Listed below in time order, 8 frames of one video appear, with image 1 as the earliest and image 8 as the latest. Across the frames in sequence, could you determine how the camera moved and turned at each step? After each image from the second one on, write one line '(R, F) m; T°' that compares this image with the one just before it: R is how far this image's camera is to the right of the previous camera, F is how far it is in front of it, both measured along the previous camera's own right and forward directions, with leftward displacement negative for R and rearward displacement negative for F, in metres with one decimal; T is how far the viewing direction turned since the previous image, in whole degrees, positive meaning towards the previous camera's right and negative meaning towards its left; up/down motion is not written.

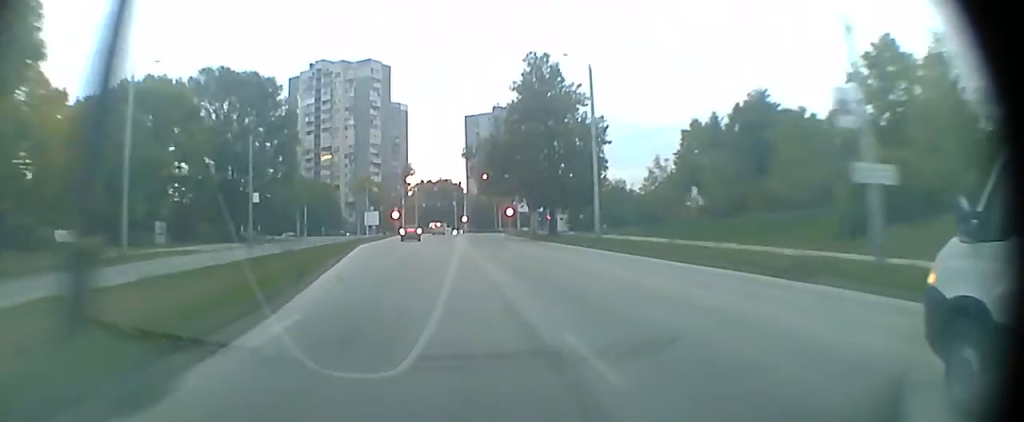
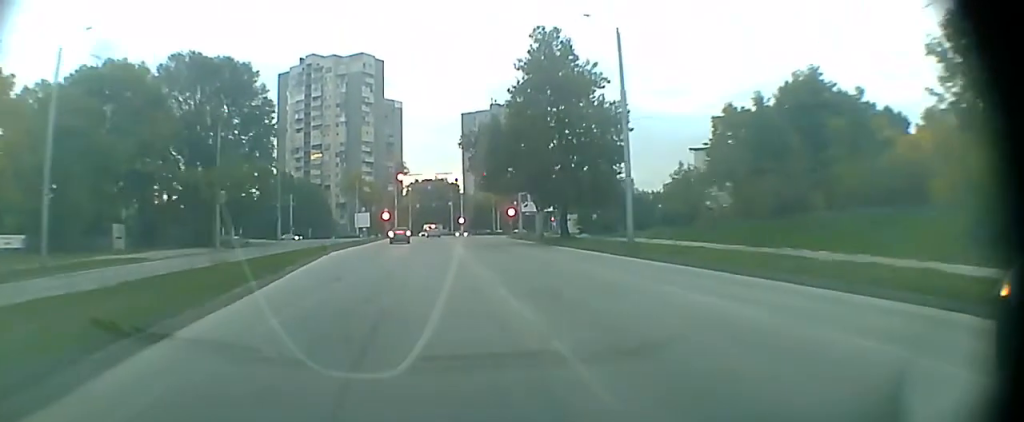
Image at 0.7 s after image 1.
(0.0, +9.1) m; 0°
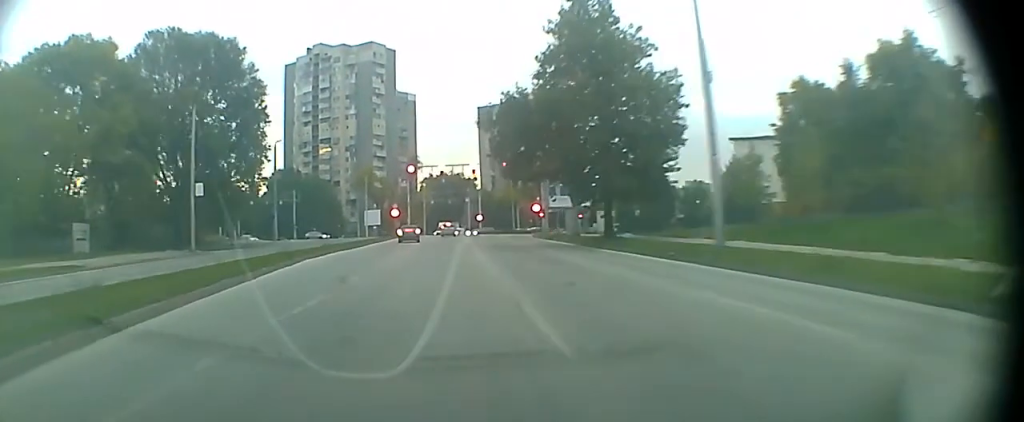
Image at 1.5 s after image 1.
(0.0, +10.7) m; 0°
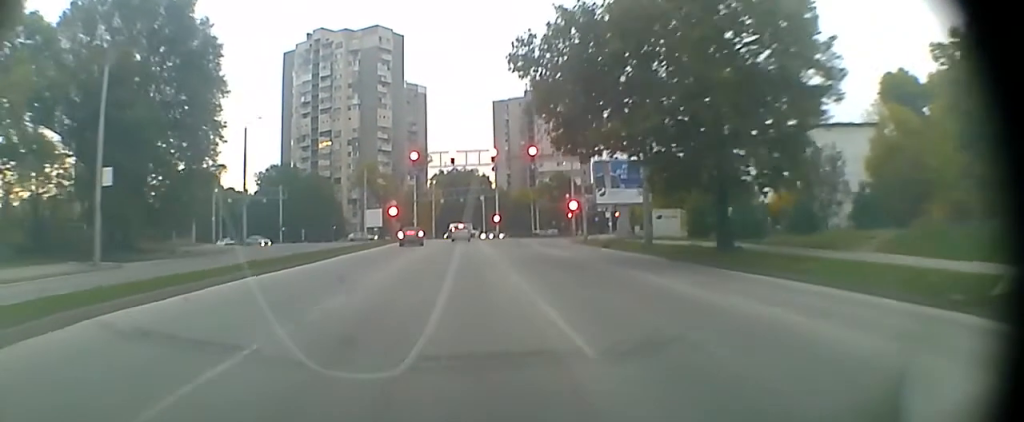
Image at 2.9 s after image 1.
(-0.1, +17.9) m; -1°
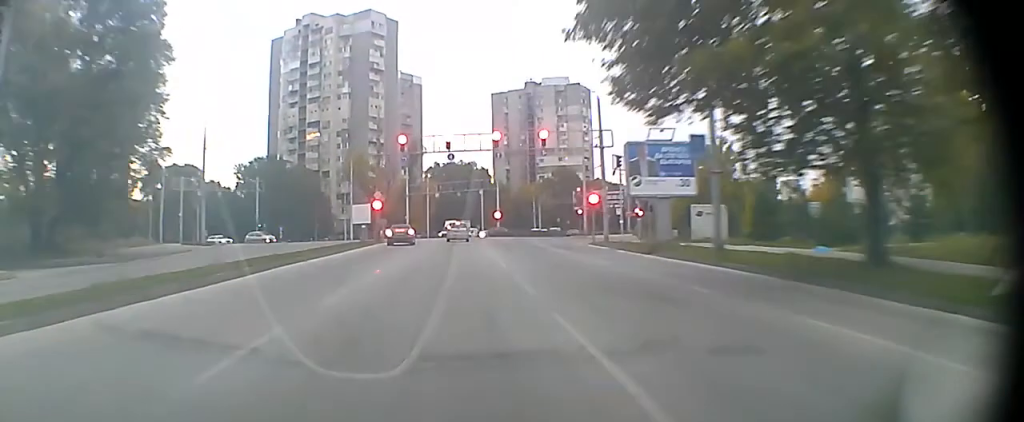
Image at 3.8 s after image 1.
(0.0, +11.3) m; 0°
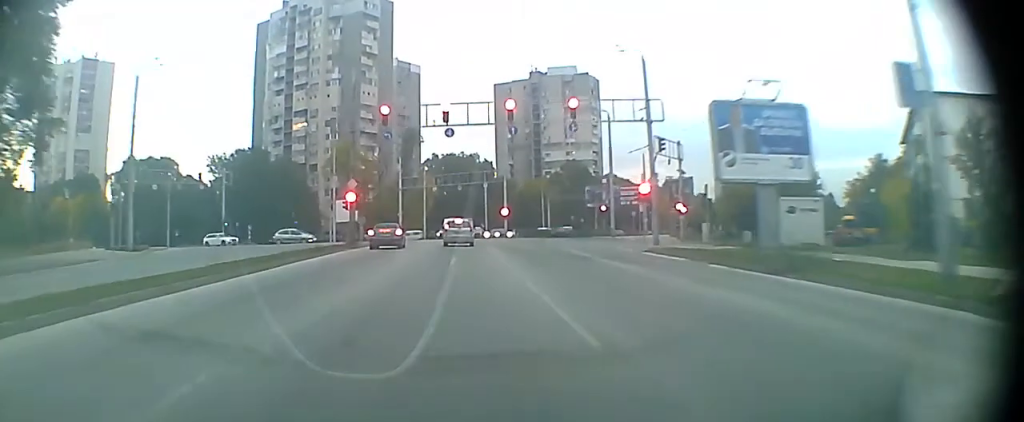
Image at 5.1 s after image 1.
(0.0, +14.3) m; 0°
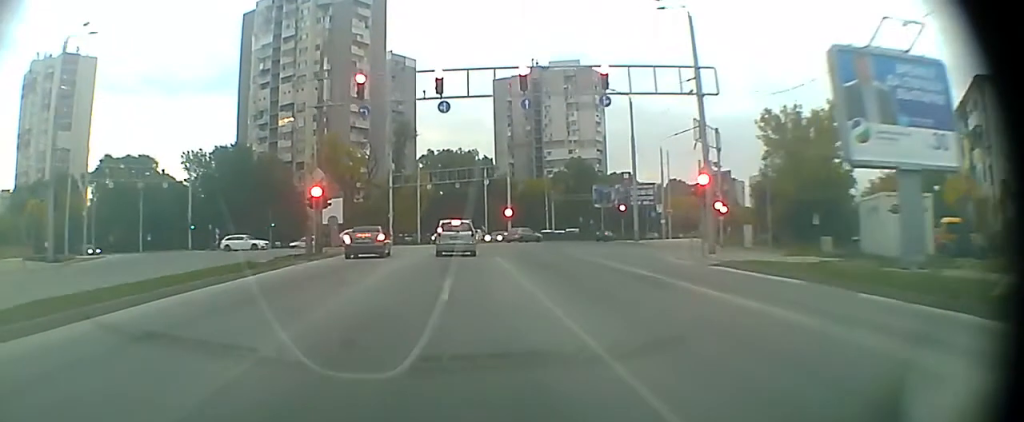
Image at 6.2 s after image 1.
(0.0, +11.0) m; 0°
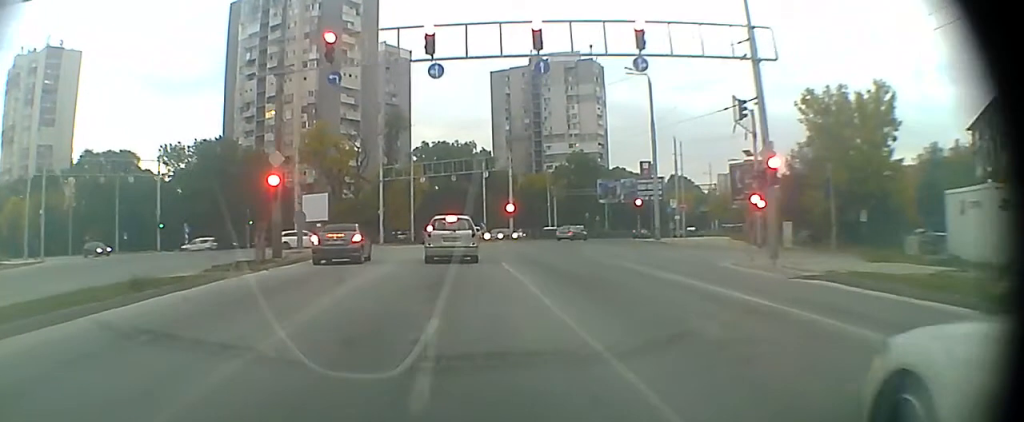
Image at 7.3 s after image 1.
(0.0, +8.3) m; 0°
